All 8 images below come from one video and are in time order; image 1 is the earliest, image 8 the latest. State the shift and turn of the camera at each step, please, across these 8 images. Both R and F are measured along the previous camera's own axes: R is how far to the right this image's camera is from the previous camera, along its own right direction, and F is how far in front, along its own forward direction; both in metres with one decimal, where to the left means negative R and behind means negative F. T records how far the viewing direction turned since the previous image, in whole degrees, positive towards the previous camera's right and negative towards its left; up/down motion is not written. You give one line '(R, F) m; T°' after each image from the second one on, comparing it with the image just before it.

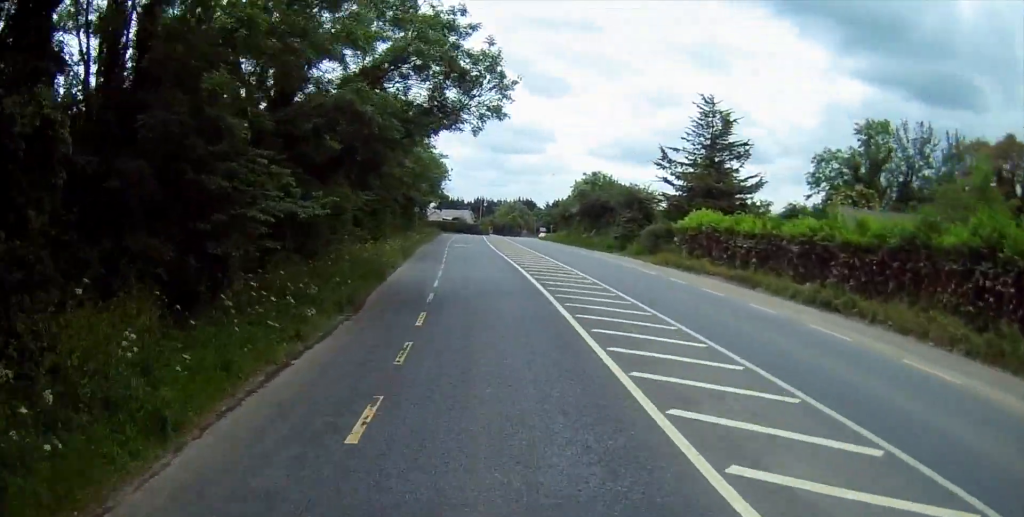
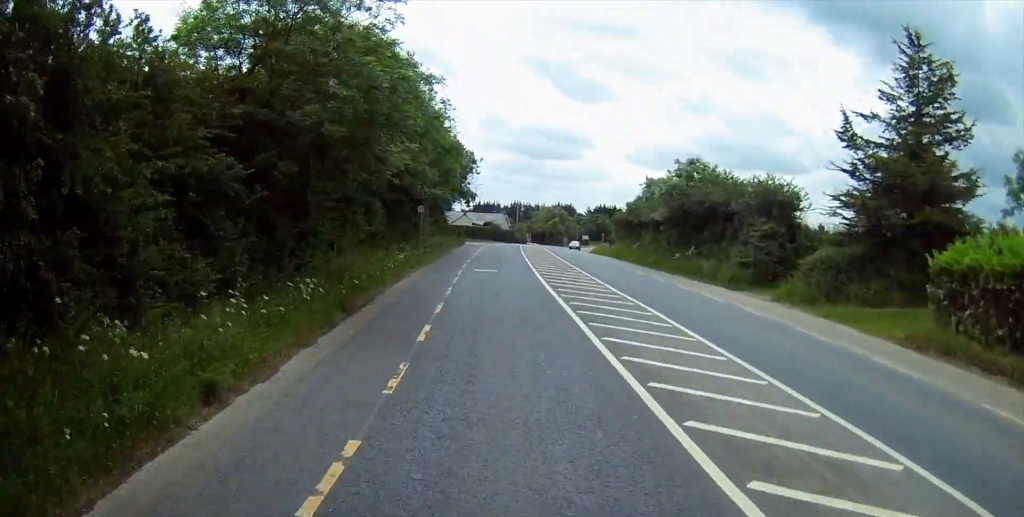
(-0.5, +22.4) m; -3°
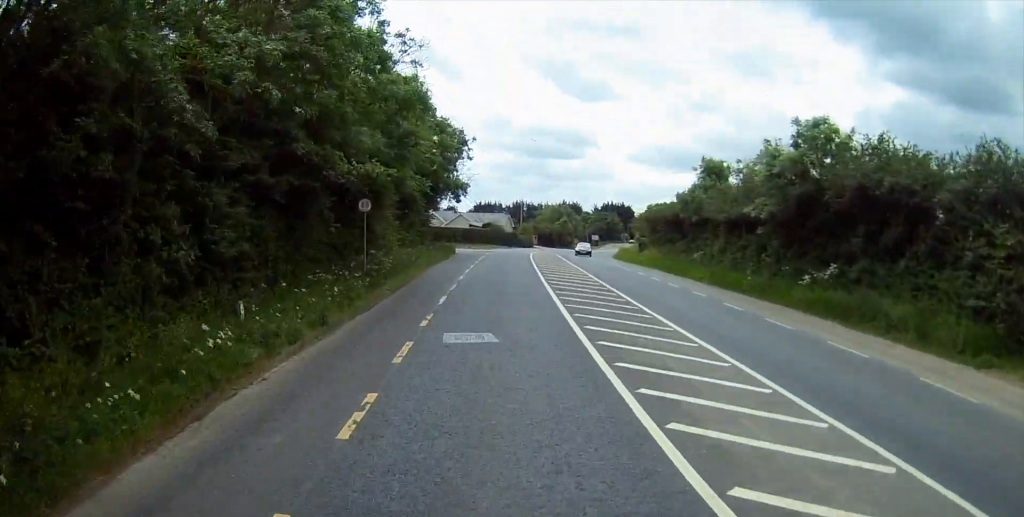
(-0.4, +18.2) m; -1°
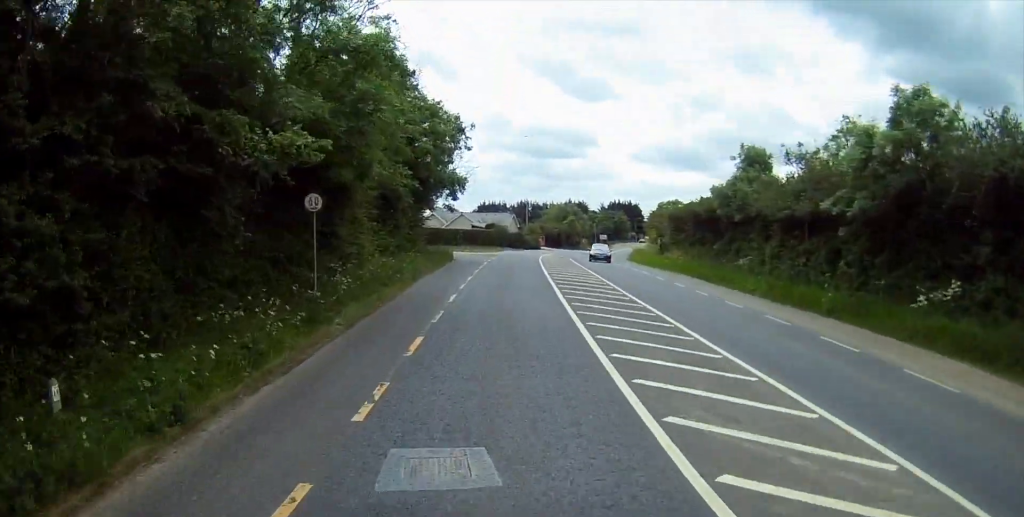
(0.0, +7.3) m; 0°
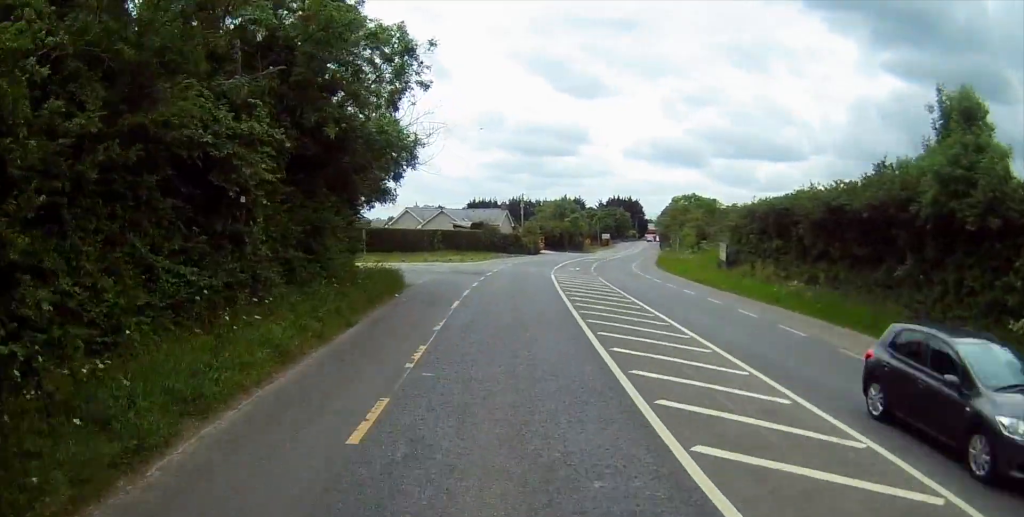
(0.0, +20.8) m; +1°
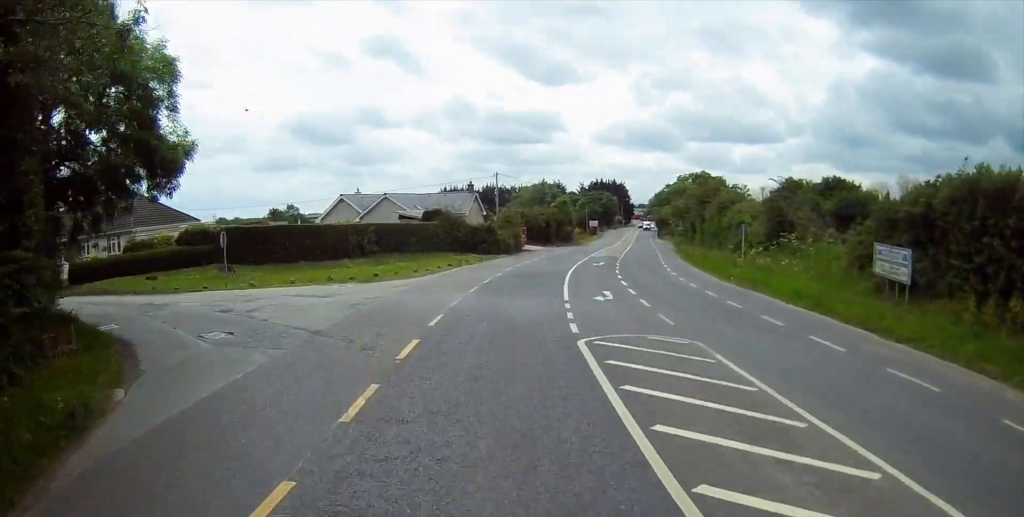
(+0.5, +23.3) m; +3°
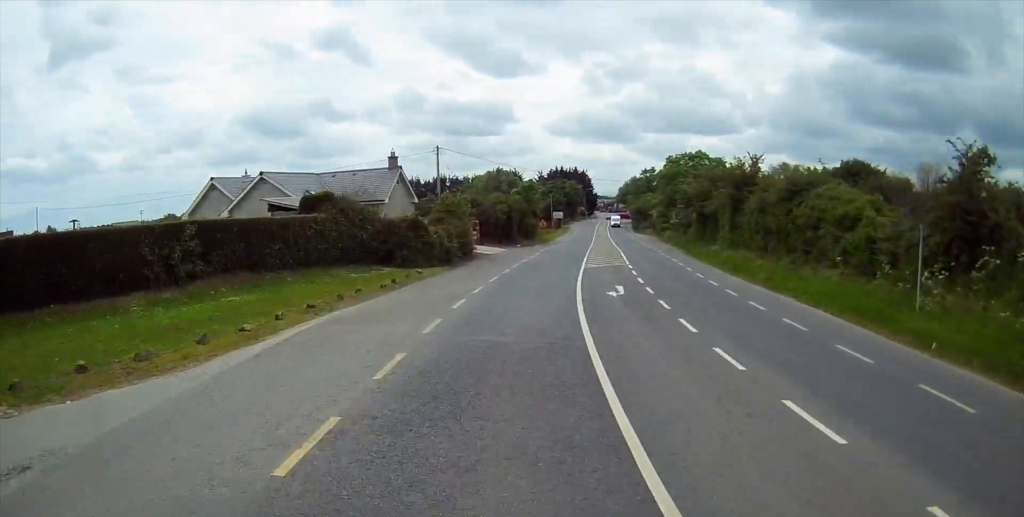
(+0.6, +22.3) m; +3°
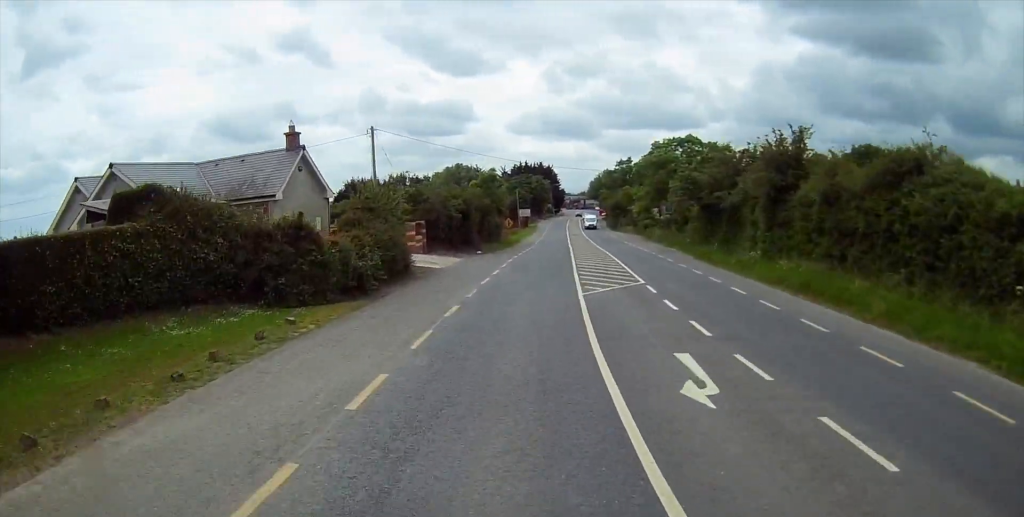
(+0.2, +13.7) m; +3°
